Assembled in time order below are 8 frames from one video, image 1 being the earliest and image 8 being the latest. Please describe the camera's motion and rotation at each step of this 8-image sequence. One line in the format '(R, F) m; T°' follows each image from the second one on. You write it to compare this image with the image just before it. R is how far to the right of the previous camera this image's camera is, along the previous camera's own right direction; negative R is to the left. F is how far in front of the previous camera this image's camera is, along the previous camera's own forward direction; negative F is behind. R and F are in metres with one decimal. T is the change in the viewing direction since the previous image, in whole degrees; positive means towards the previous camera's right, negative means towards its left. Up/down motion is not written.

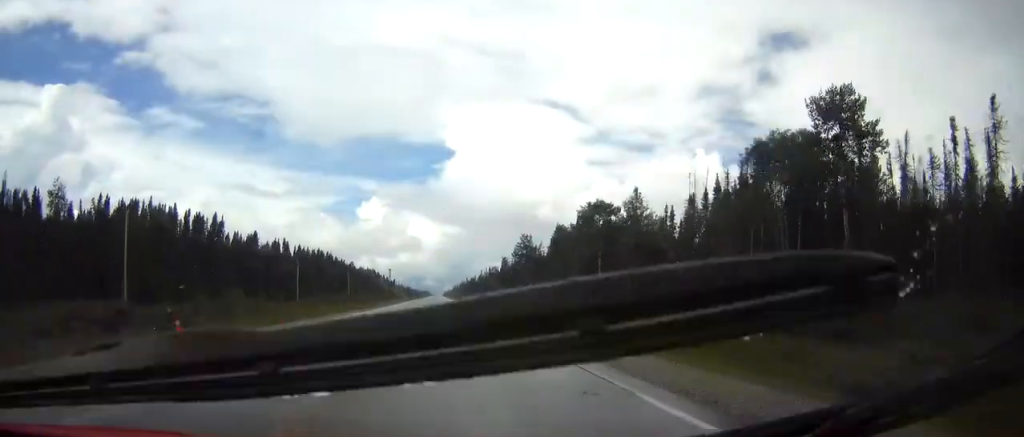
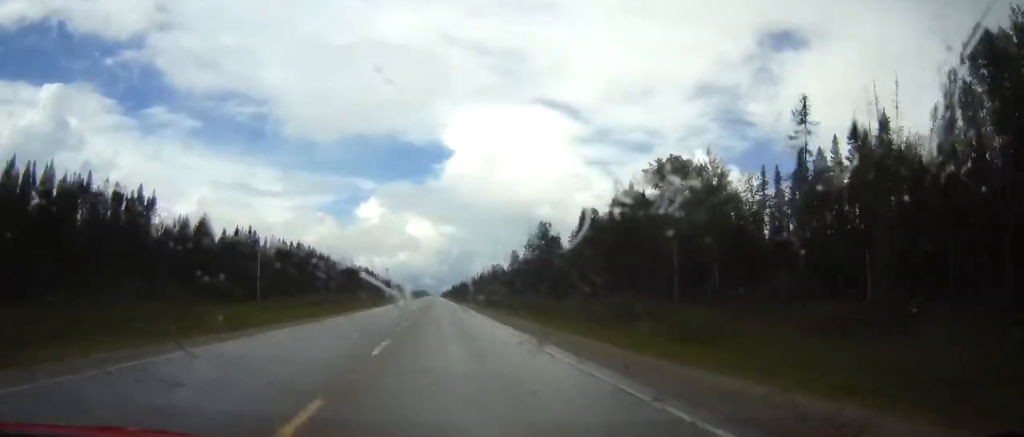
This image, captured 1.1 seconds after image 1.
(0.0, +33.6) m; 0°
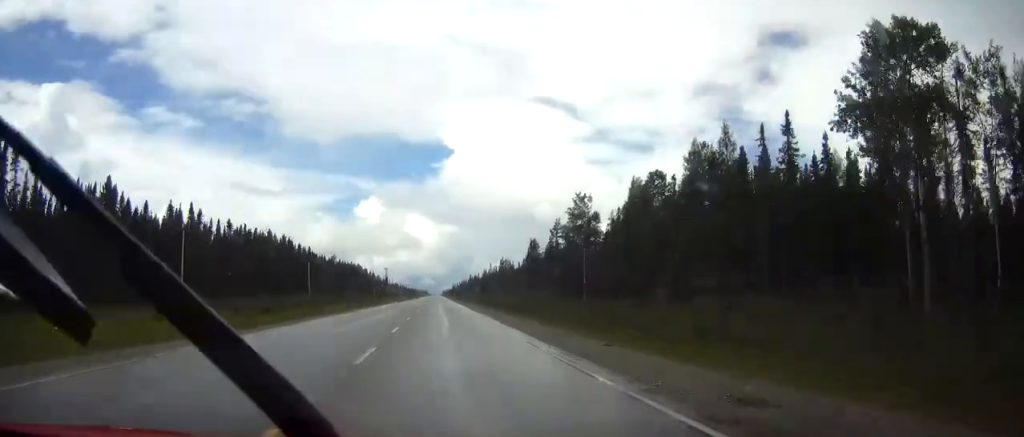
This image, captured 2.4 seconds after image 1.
(+0.1, +38.6) m; 0°
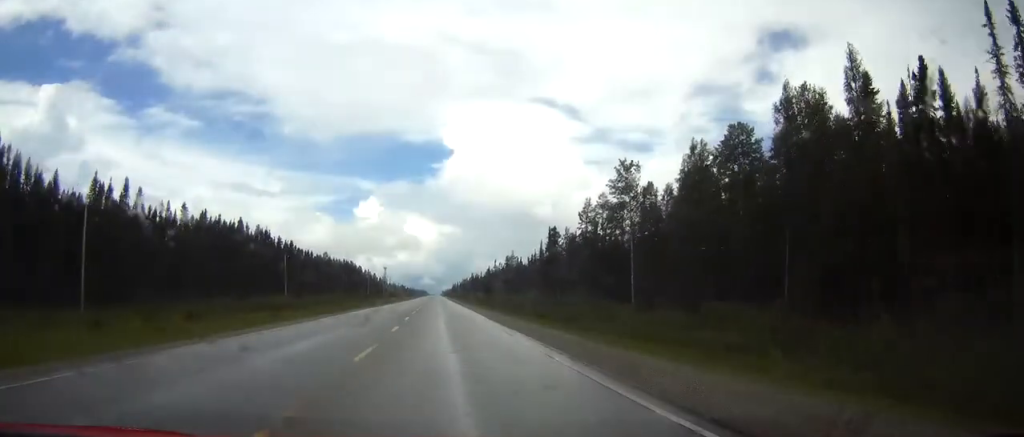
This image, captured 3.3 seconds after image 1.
(+0.1, +26.8) m; 0°
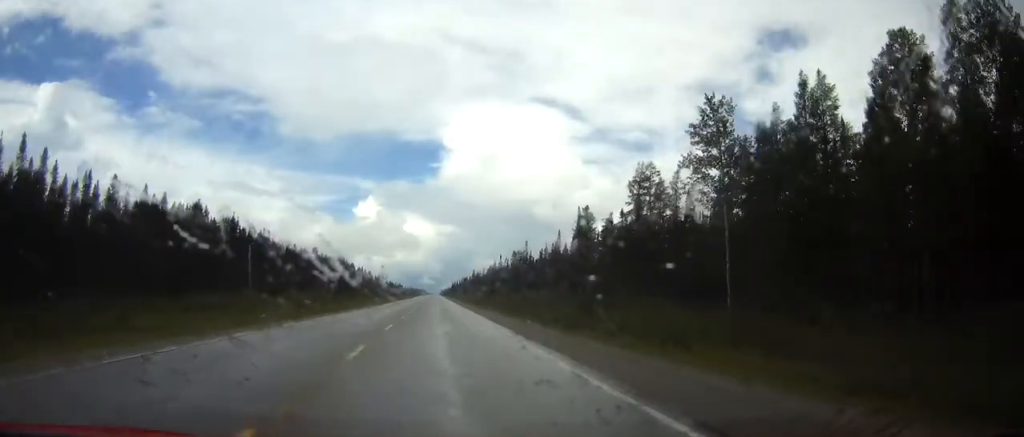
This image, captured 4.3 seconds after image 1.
(-0.1, +27.8) m; 0°
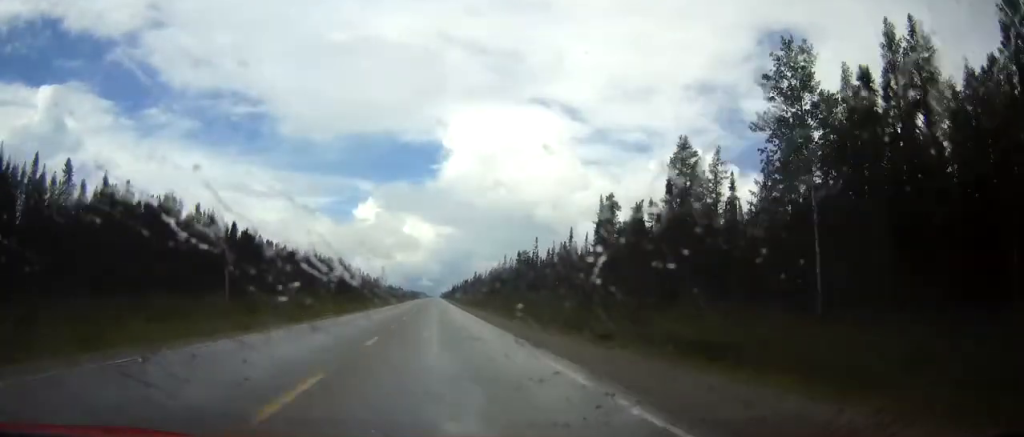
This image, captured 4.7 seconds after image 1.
(+0.1, +13.9) m; 0°
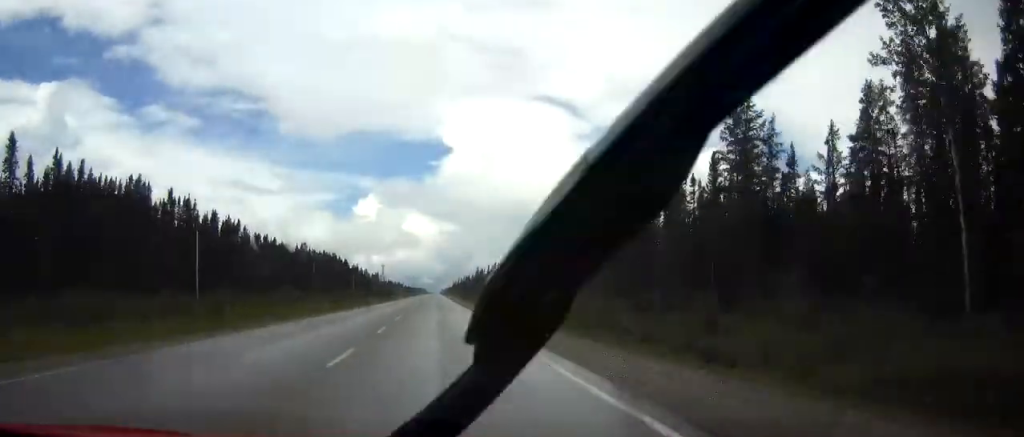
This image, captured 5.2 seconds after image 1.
(0.0, +13.9) m; 0°
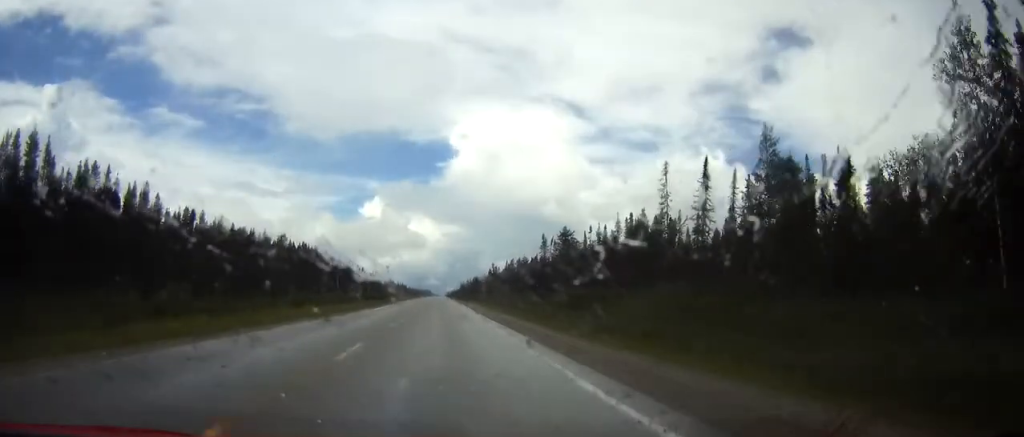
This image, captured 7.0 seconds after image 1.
(-0.2, +53.5) m; -1°
